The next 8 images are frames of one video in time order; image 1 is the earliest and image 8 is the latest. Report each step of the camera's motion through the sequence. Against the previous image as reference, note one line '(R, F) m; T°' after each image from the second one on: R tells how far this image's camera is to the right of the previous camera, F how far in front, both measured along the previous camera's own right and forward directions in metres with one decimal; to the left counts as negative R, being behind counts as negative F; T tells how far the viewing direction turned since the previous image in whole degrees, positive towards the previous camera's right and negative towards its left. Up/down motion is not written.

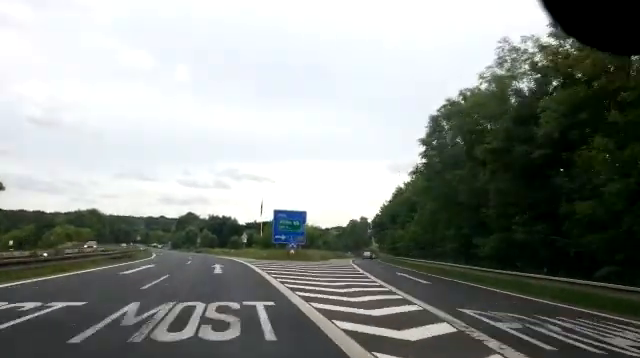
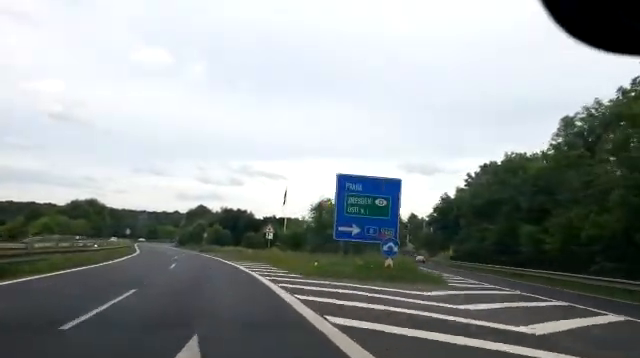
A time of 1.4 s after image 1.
(-0.5, +23.7) m; -2°
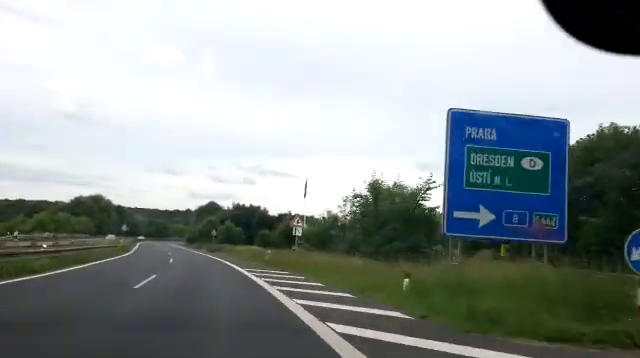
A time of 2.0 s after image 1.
(0.0, +11.0) m; -2°
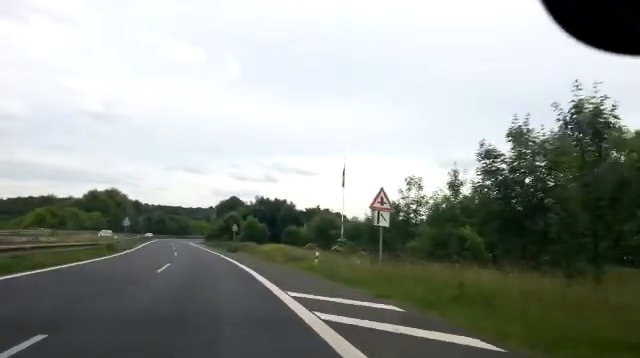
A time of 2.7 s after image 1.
(-0.4, +12.9) m; -4°
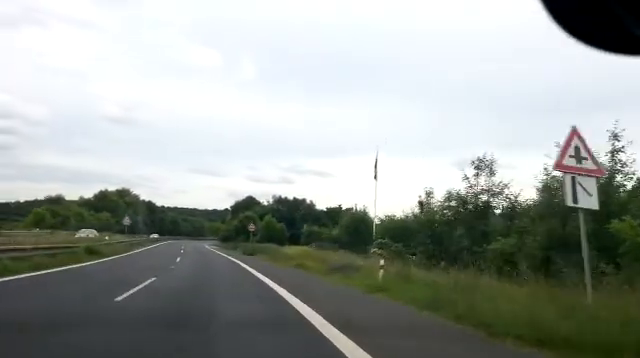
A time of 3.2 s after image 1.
(-0.3, +8.4) m; -1°
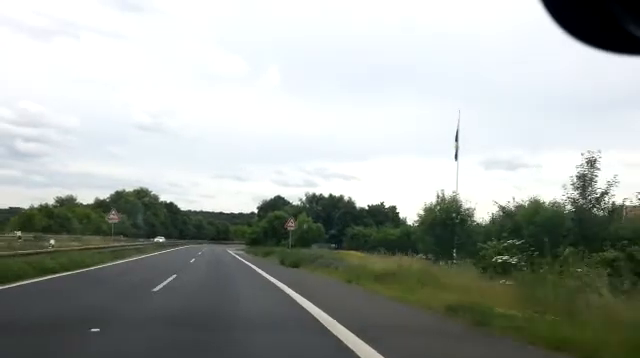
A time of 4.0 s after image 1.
(-0.3, +15.1) m; -3°
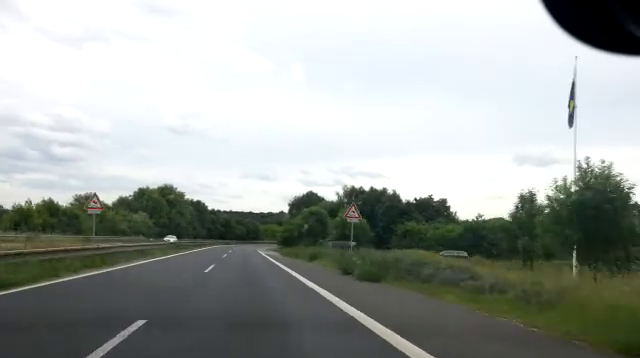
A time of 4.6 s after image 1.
(+0.1, +11.1) m; -3°
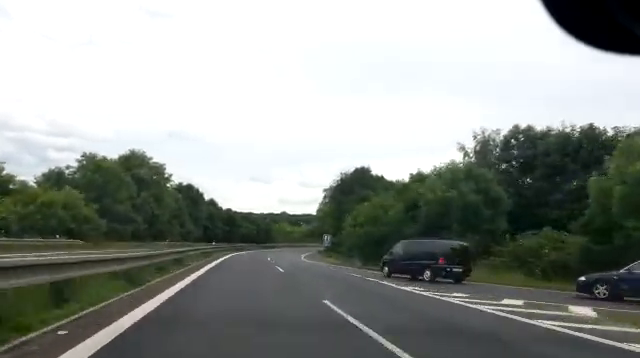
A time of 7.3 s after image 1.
(-2.6, +50.0) m; 0°
